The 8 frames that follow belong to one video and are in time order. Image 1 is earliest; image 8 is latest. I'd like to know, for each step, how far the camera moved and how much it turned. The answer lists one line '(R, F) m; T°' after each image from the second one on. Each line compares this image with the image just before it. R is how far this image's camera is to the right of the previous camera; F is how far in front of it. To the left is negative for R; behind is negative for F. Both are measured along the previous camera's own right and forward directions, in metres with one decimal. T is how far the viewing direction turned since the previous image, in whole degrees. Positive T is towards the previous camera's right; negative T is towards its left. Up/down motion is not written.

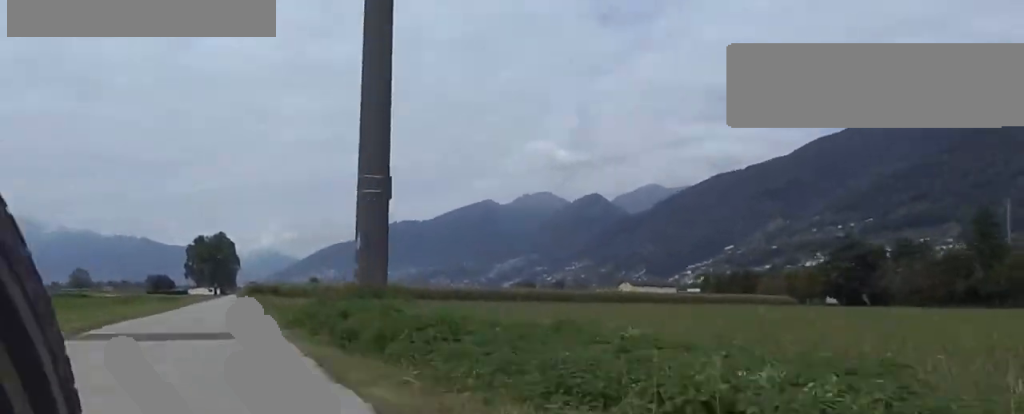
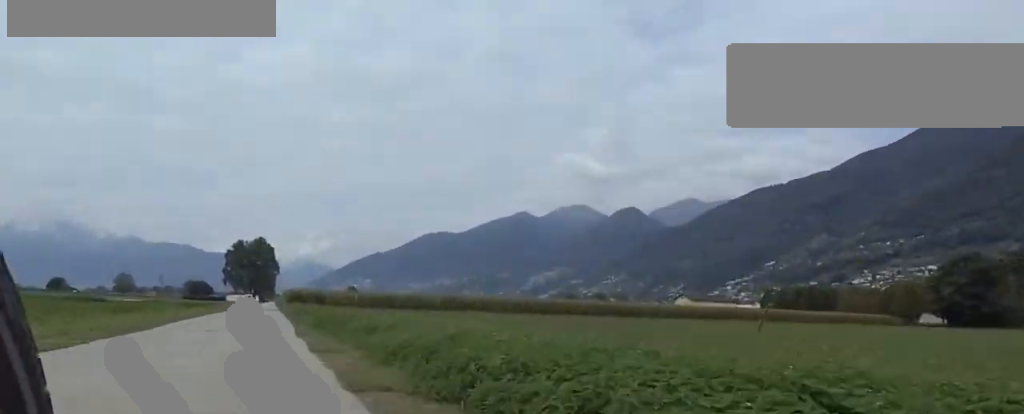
(-0.1, +14.5) m; 0°
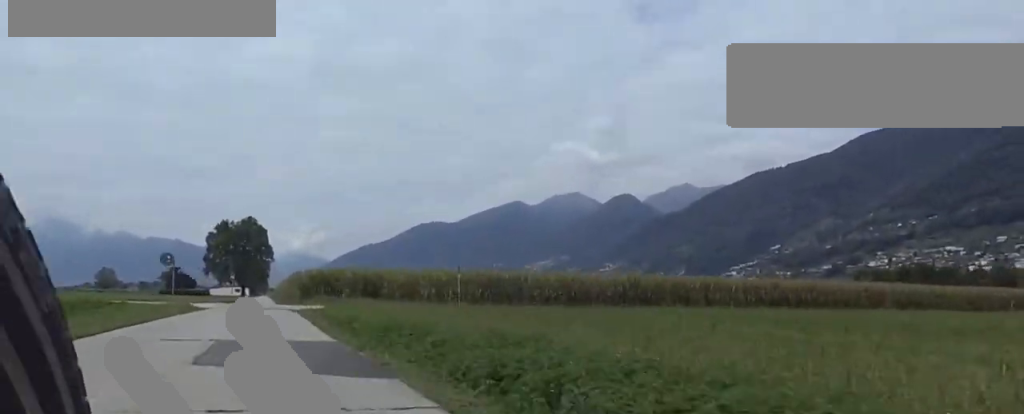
(-0.2, +45.0) m; 0°
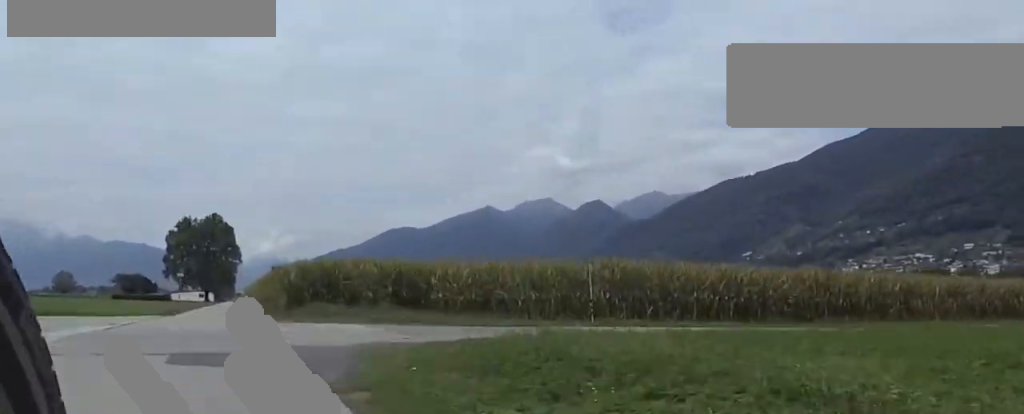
(0.0, +17.0) m; 0°
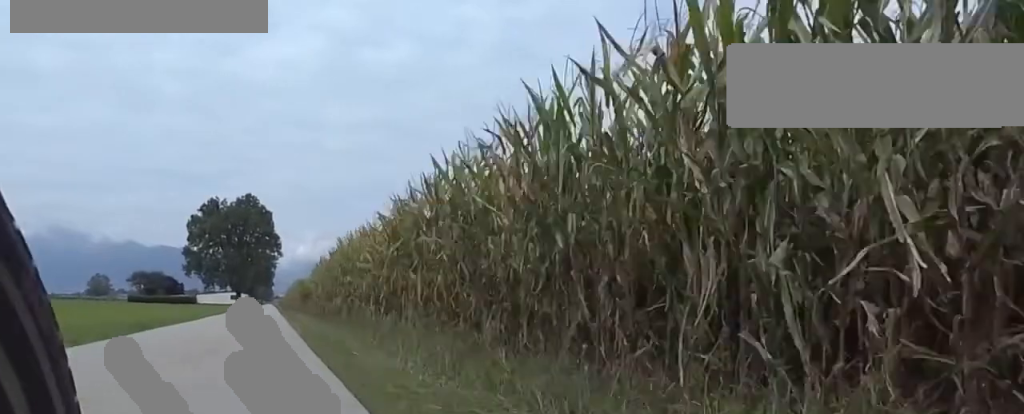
(0.0, +42.6) m; 0°
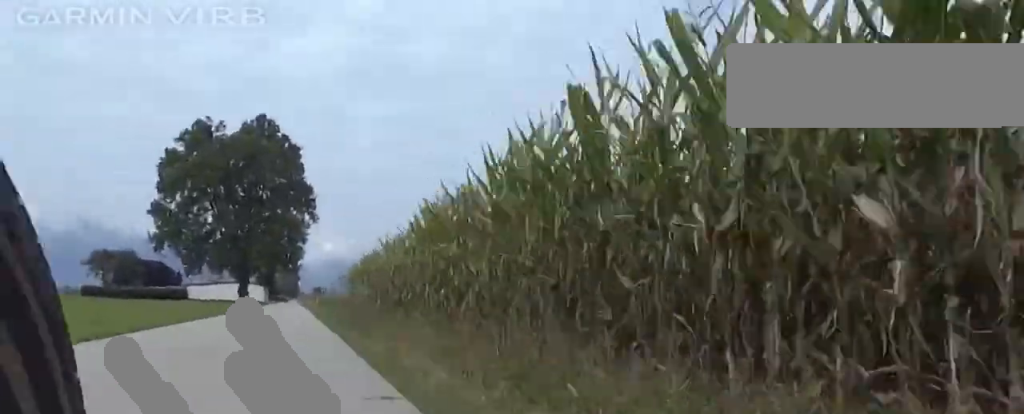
(+0.4, +64.4) m; +1°
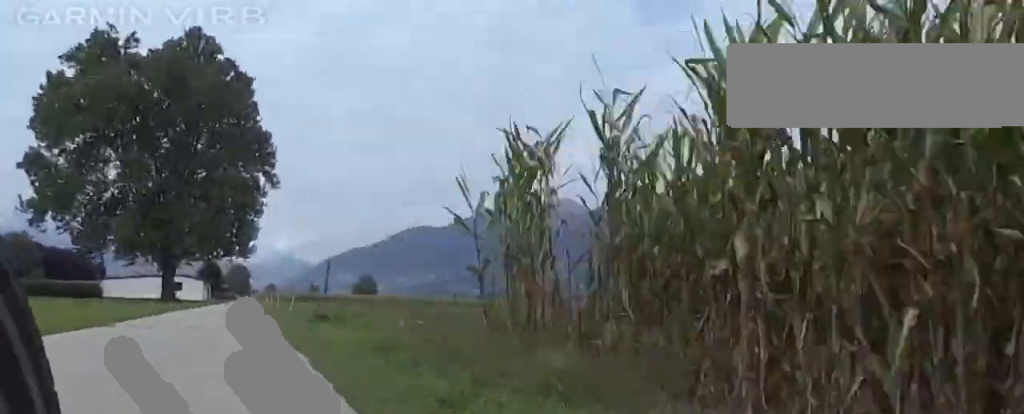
(+0.2, +26.8) m; 0°
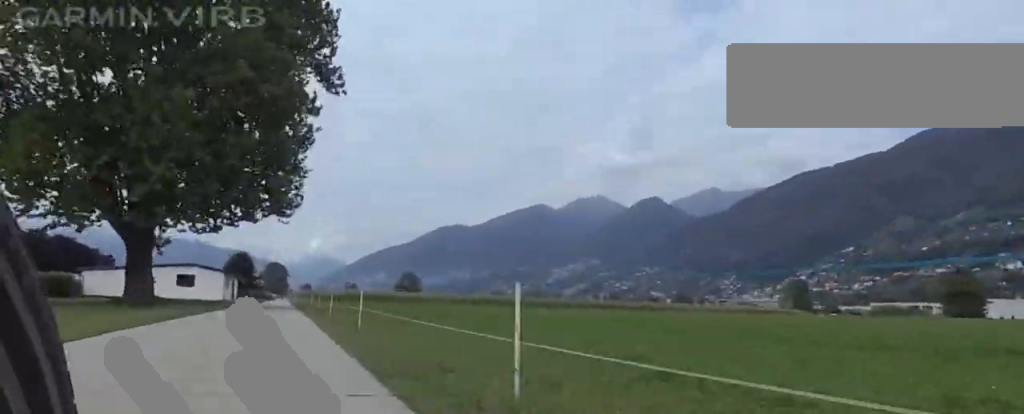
(0.0, +30.1) m; 0°
